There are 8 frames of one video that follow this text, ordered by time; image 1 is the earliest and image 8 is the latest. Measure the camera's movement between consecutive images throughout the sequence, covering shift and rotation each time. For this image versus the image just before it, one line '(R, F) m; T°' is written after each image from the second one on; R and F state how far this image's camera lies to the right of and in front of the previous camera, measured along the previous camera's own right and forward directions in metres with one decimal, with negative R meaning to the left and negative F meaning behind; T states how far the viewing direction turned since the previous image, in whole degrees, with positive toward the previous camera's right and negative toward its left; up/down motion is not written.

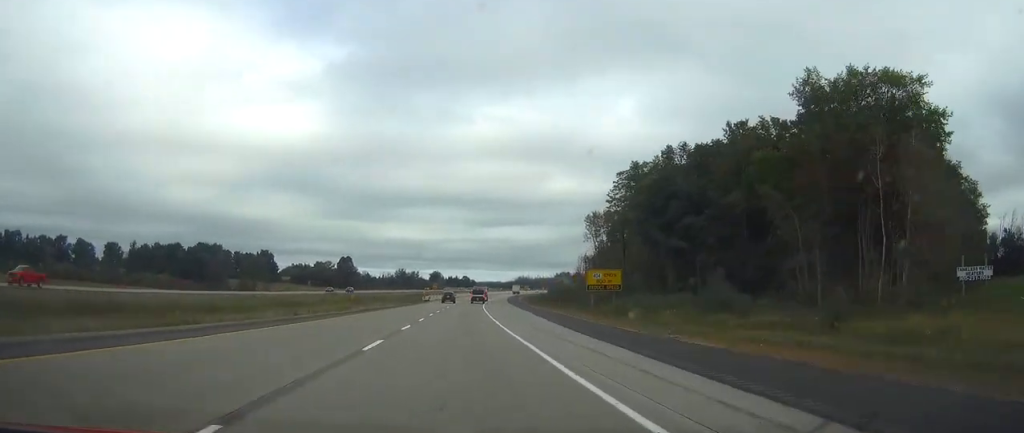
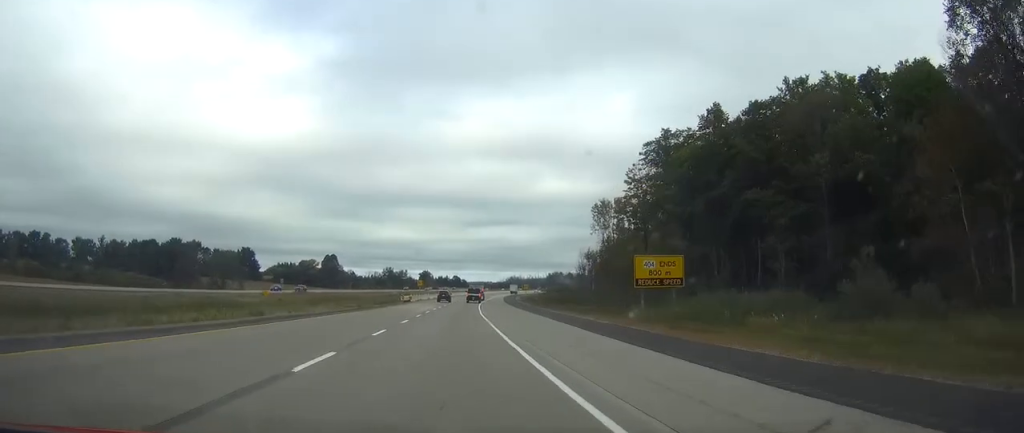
(+0.2, +22.9) m; 0°
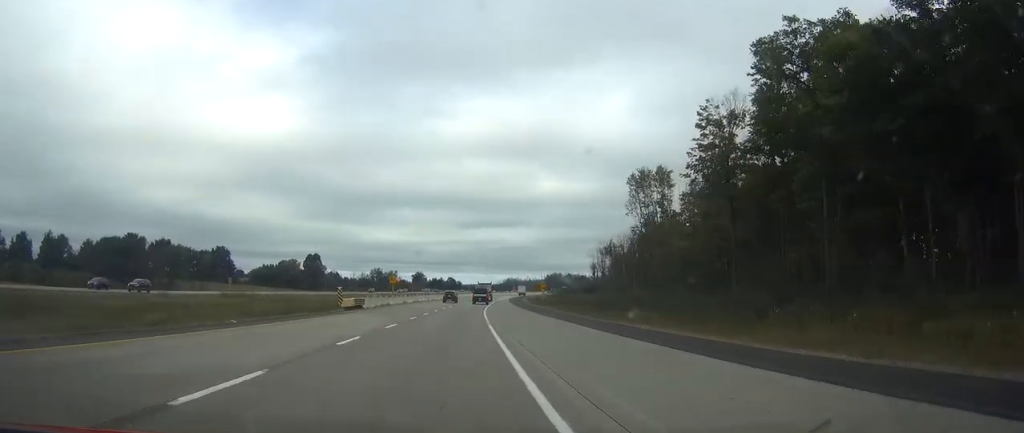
(+0.1, +40.0) m; 0°
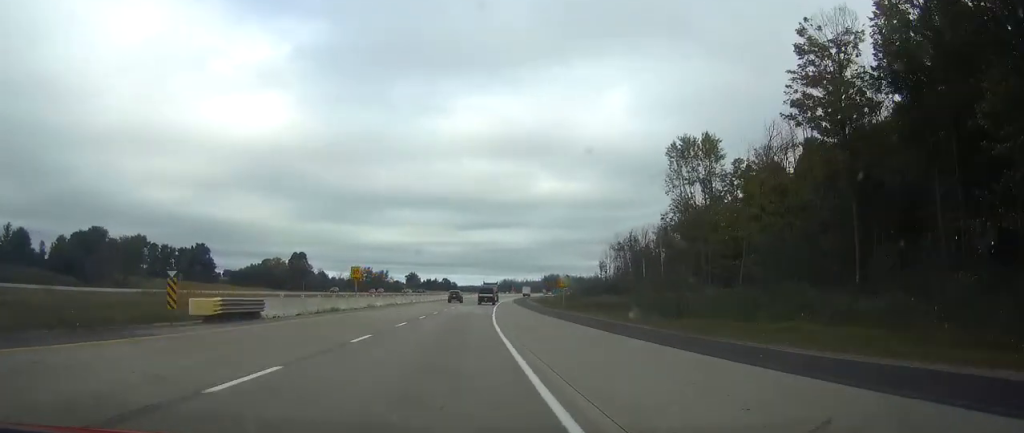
(0.0, +26.3) m; +1°
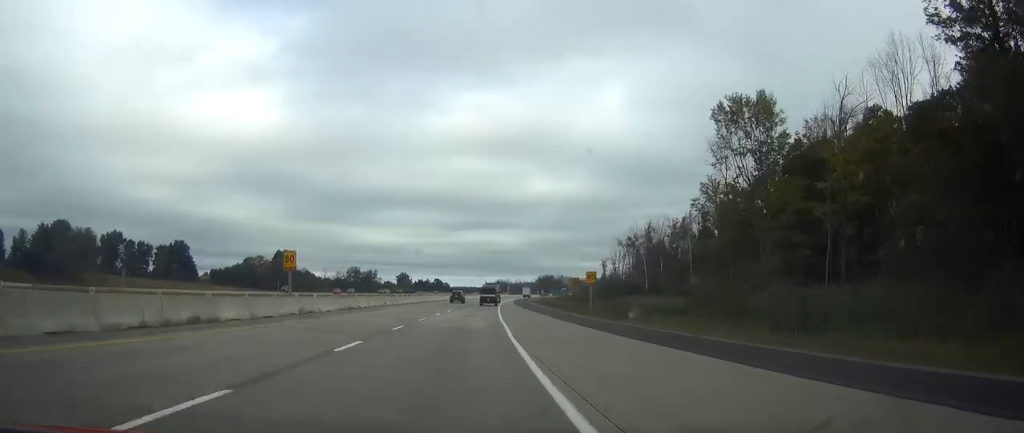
(+0.2, +20.9) m; +1°
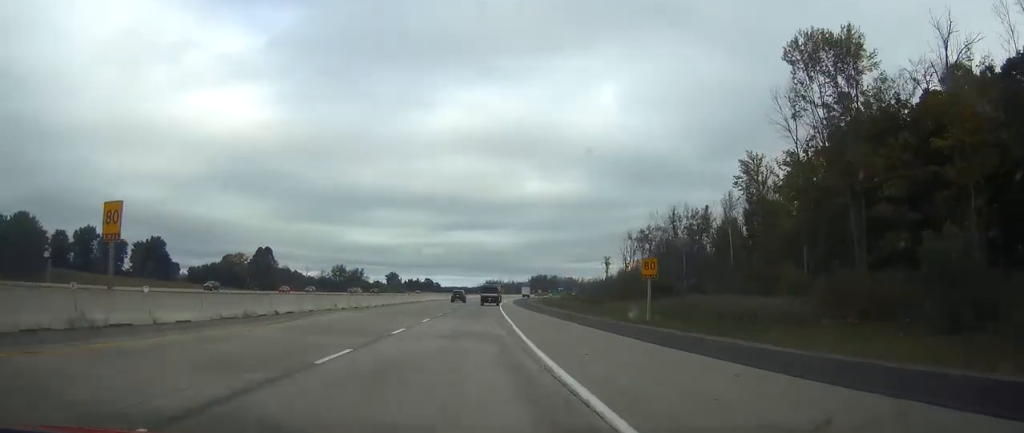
(+0.1, +20.7) m; +1°
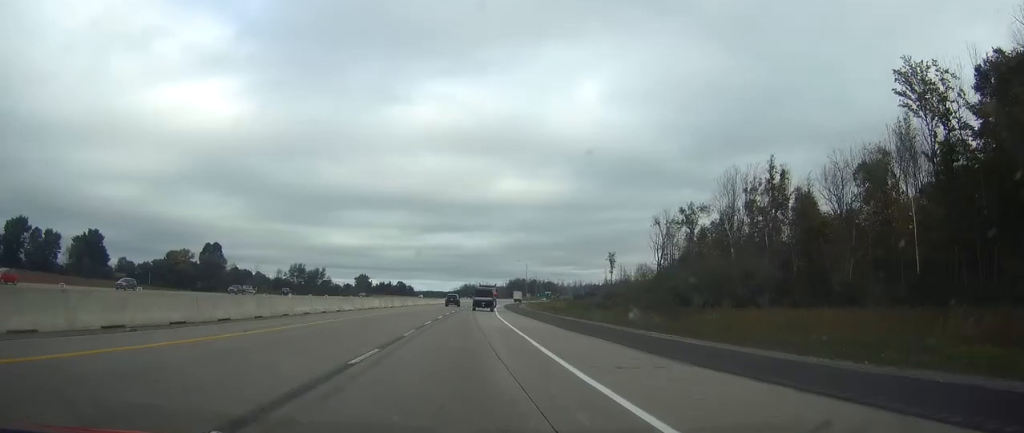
(+0.7, +44.6) m; +2°
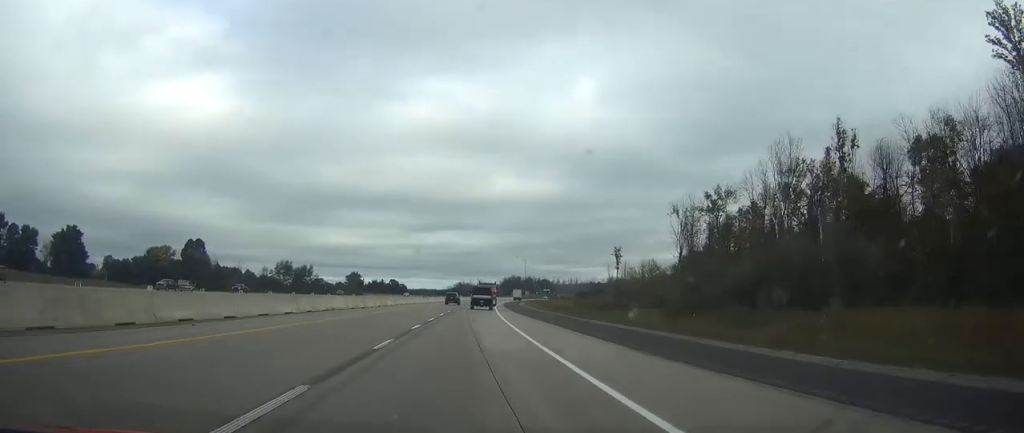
(+0.1, +15.2) m; +1°
